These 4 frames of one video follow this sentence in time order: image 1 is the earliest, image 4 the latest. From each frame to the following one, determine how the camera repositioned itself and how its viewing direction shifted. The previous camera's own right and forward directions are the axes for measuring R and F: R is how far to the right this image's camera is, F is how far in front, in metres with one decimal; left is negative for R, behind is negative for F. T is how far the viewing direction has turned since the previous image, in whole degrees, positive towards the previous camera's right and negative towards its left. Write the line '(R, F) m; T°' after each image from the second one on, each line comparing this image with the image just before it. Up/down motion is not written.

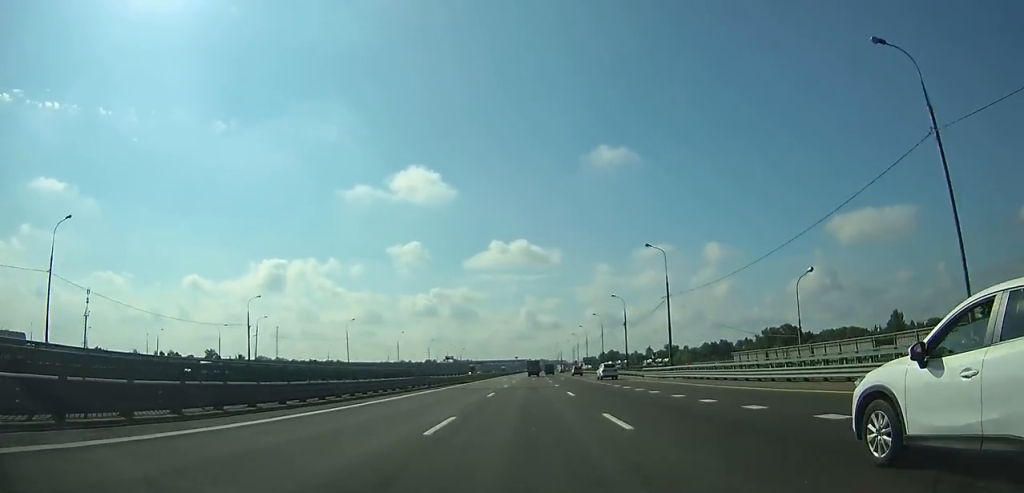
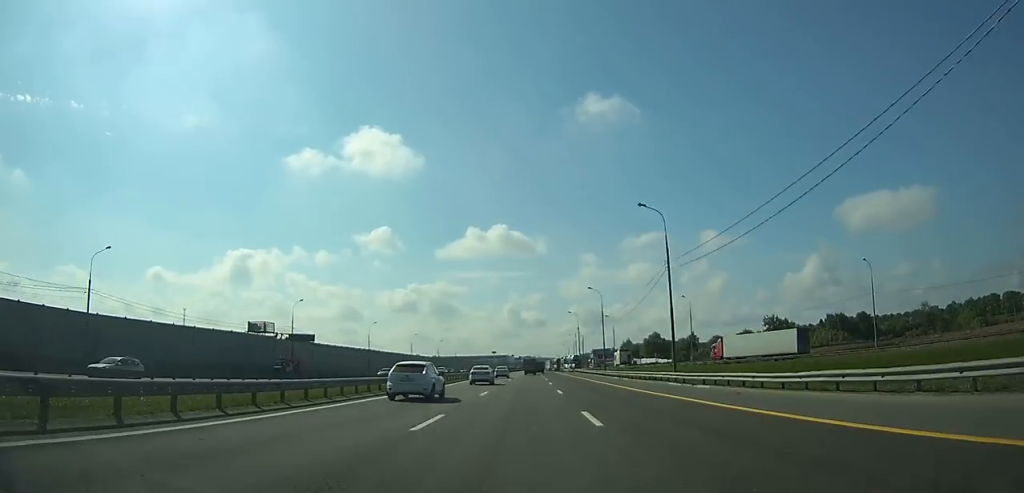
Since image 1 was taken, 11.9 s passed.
(+3.0, +253.5) m; +1°
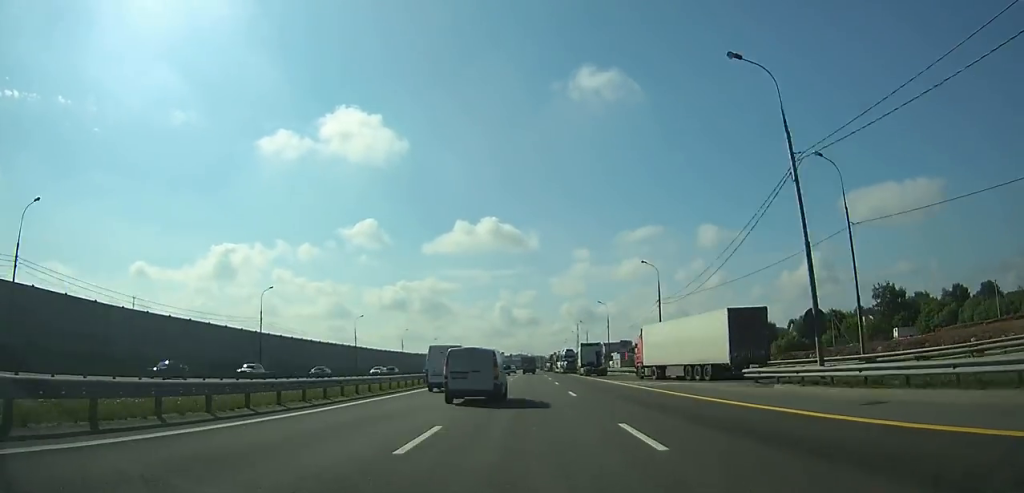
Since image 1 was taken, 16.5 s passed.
(+0.5, +97.1) m; +1°
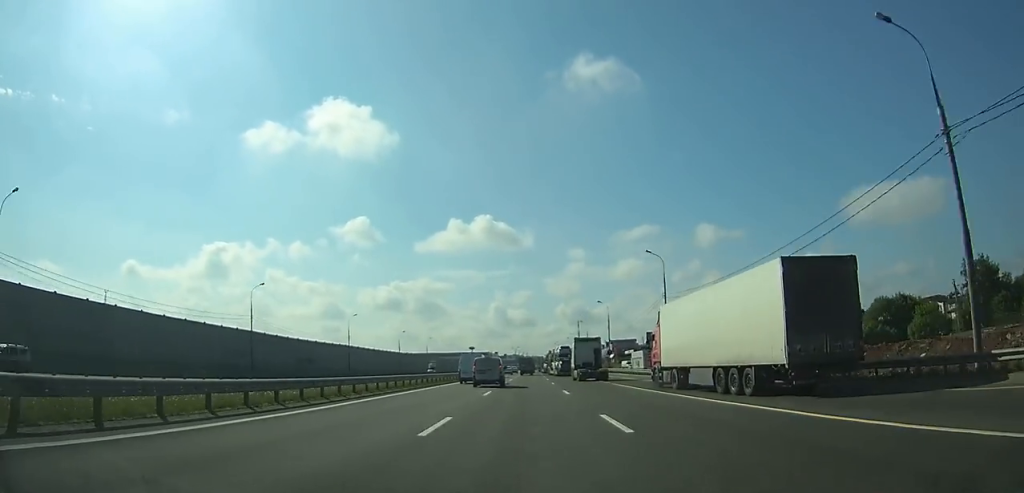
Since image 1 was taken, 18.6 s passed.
(+0.2, +43.6) m; 0°
